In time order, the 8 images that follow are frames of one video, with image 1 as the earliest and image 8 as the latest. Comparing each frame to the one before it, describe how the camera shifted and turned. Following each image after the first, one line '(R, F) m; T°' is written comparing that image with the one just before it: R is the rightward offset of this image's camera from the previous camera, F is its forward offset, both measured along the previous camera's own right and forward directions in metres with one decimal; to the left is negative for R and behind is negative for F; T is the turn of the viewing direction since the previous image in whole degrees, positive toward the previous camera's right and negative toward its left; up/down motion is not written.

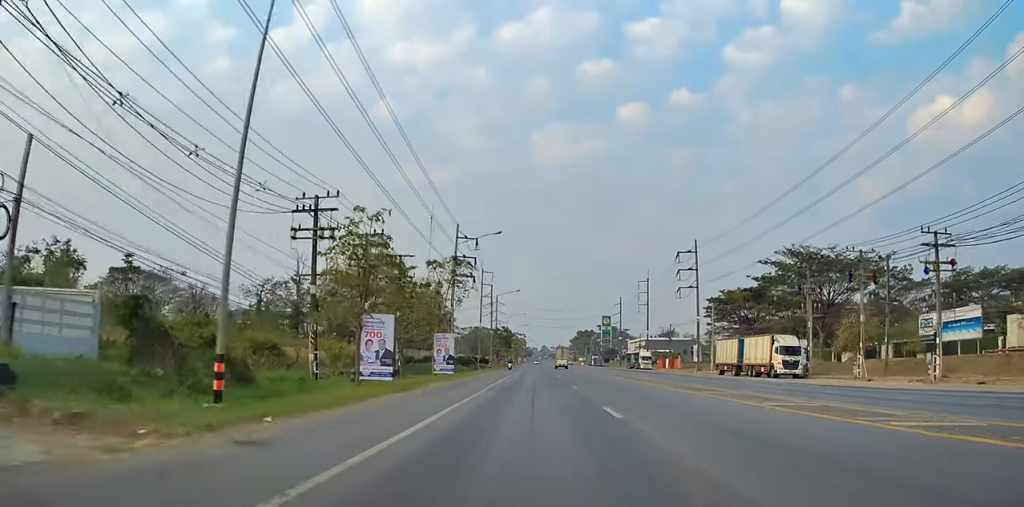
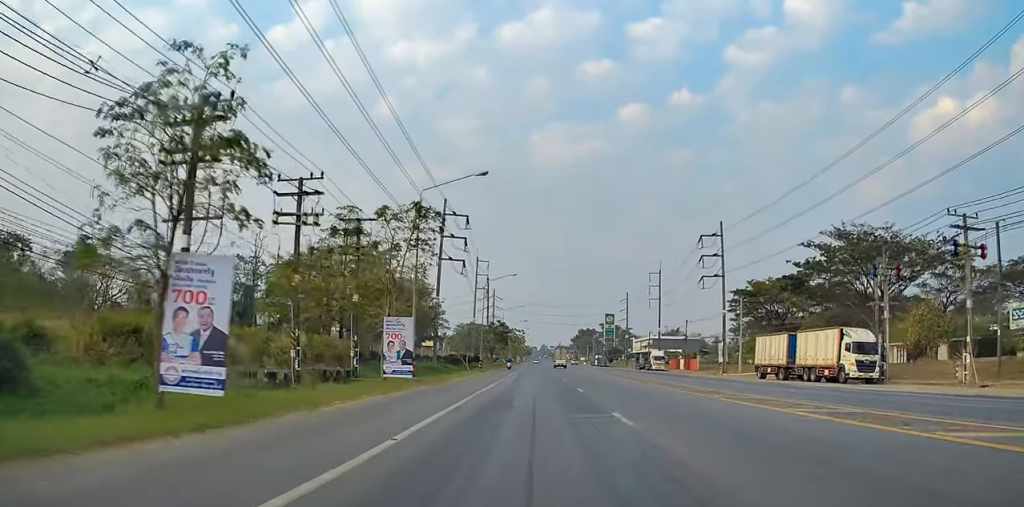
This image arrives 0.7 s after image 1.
(-0.1, +13.6) m; 0°
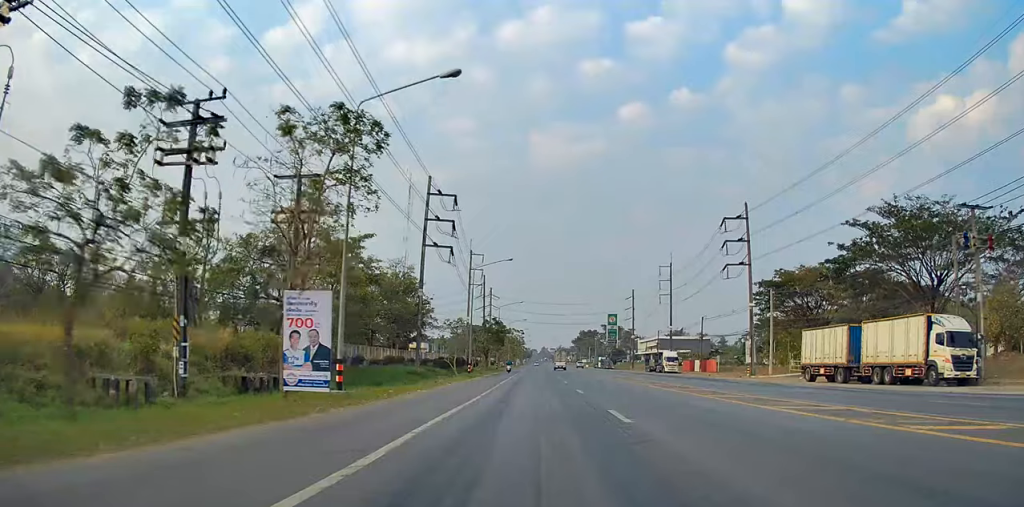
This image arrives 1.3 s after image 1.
(0.0, +11.1) m; 0°
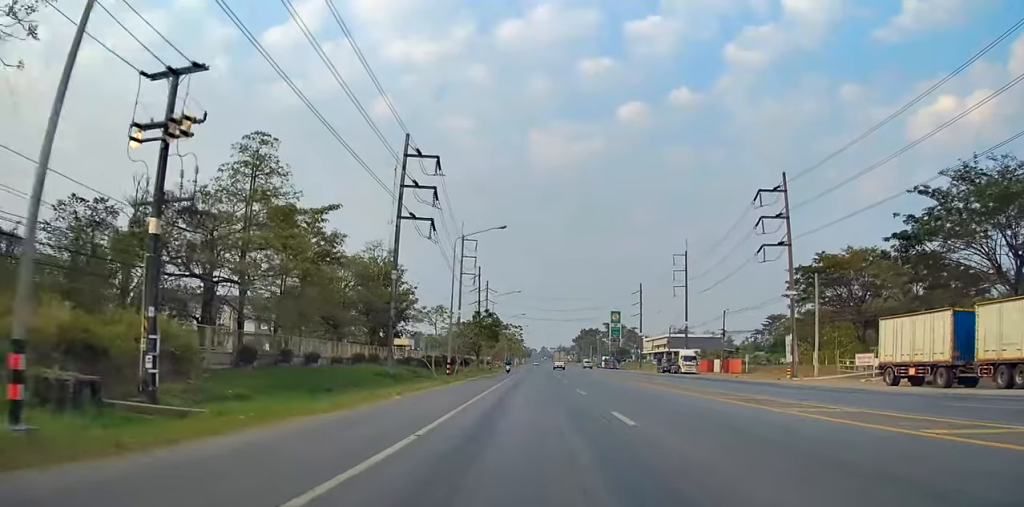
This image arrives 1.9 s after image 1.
(+0.1, +12.6) m; 0°
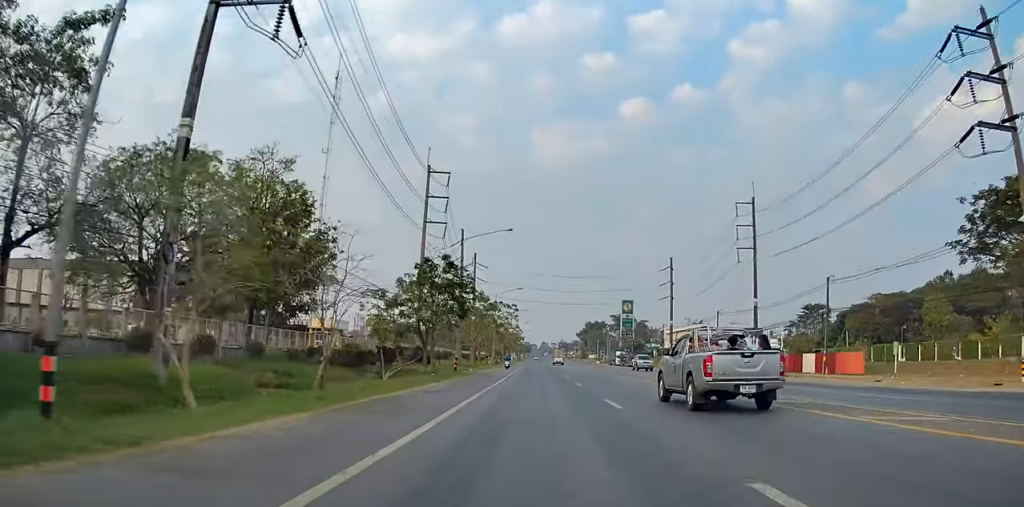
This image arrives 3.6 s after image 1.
(-0.1, +33.1) m; -2°
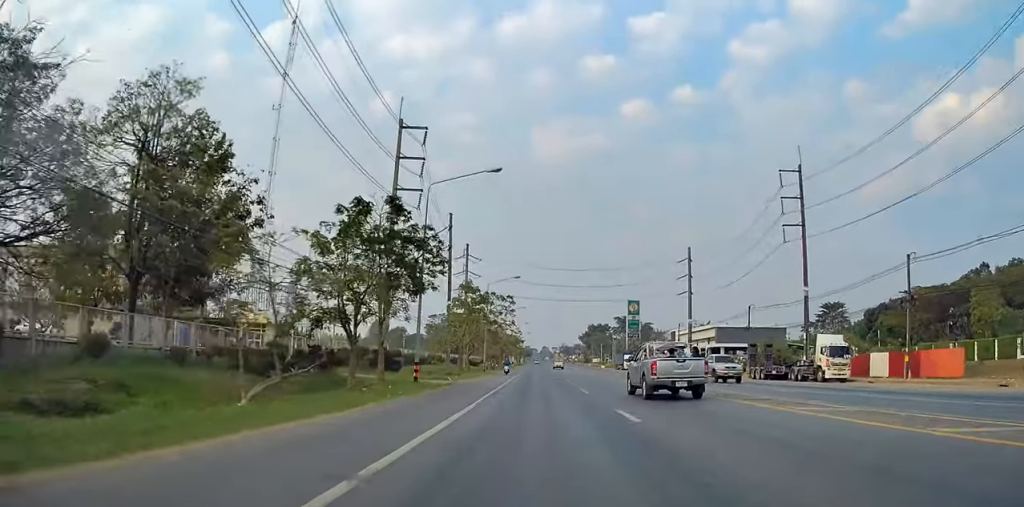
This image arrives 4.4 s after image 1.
(-0.3, +14.0) m; 0°
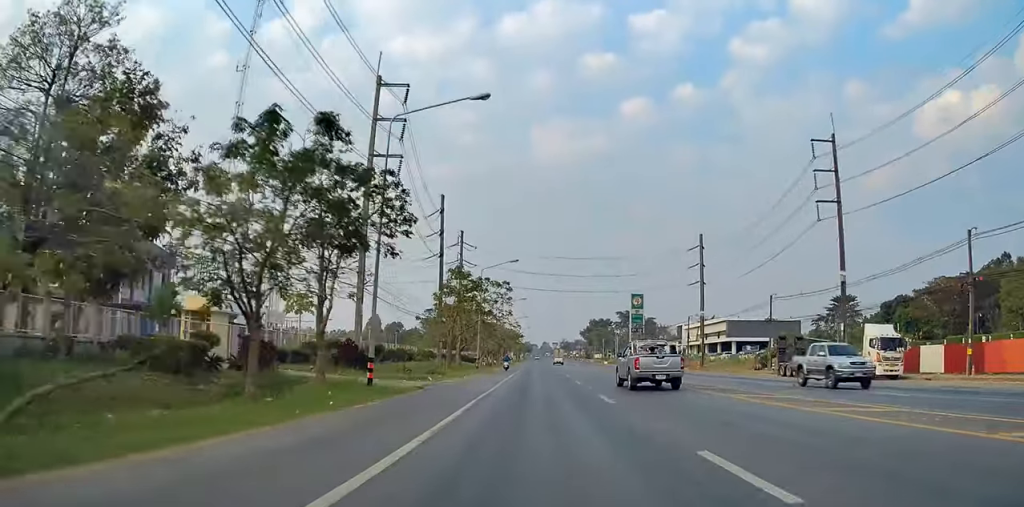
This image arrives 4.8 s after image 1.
(0.0, +8.0) m; 0°
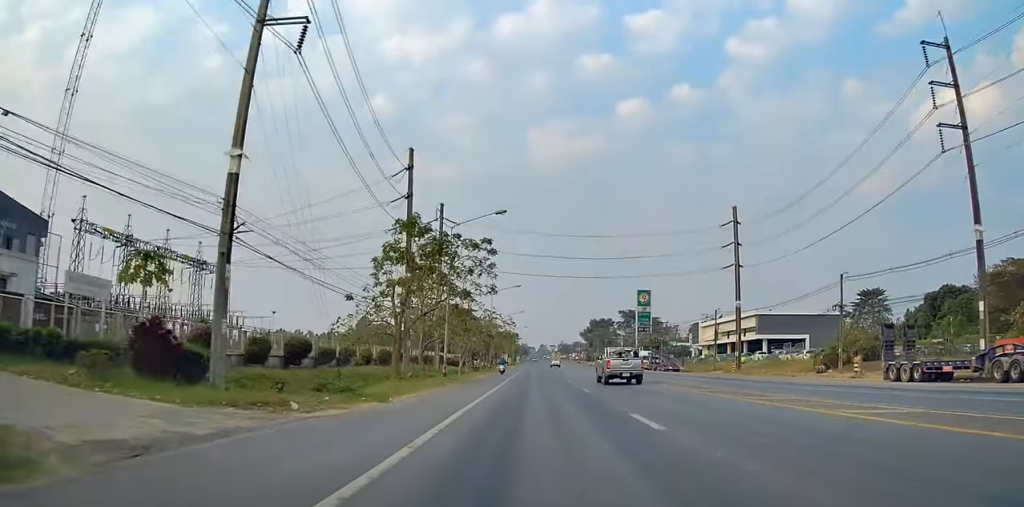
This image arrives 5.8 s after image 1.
(+0.3, +18.6) m; +1°
